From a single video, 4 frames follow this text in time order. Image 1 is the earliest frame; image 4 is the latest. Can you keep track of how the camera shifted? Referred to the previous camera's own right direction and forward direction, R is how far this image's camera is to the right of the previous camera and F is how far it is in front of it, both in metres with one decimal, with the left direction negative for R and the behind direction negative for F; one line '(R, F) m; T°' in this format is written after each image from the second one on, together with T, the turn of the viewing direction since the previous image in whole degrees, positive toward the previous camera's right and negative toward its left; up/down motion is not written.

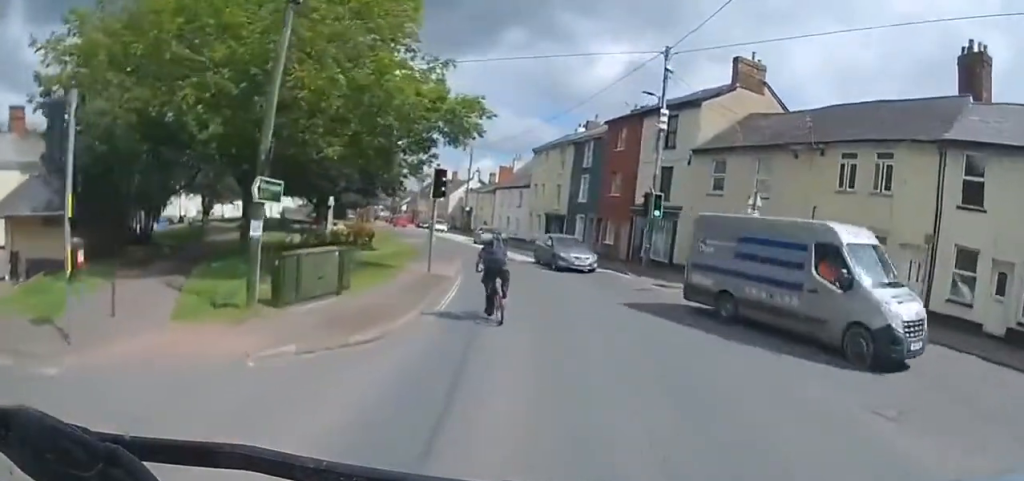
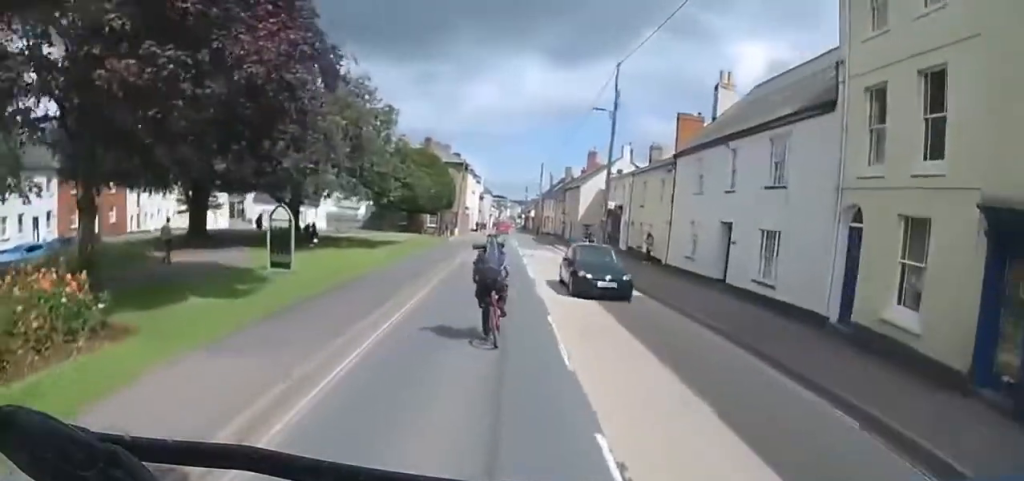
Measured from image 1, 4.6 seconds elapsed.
(-4.6, +33.4) m; -19°
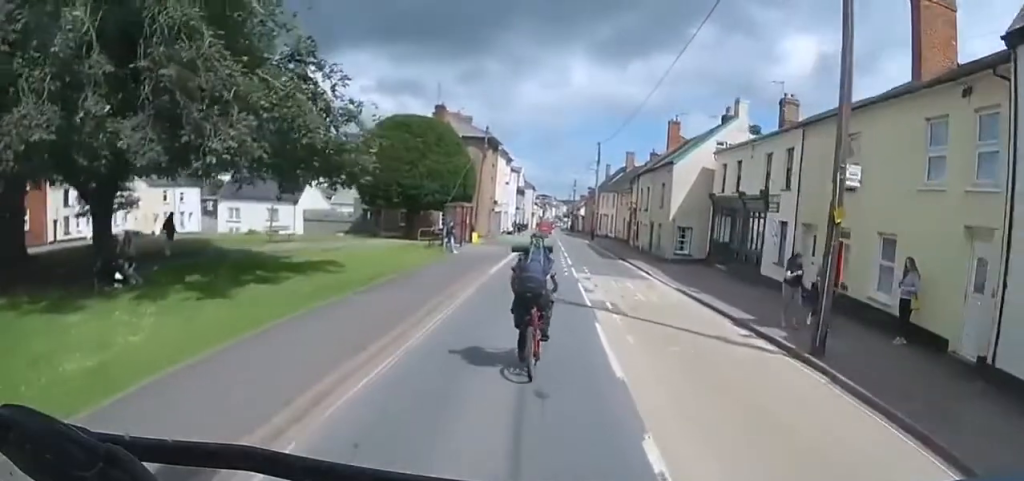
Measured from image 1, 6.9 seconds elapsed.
(-0.5, +16.8) m; -3°
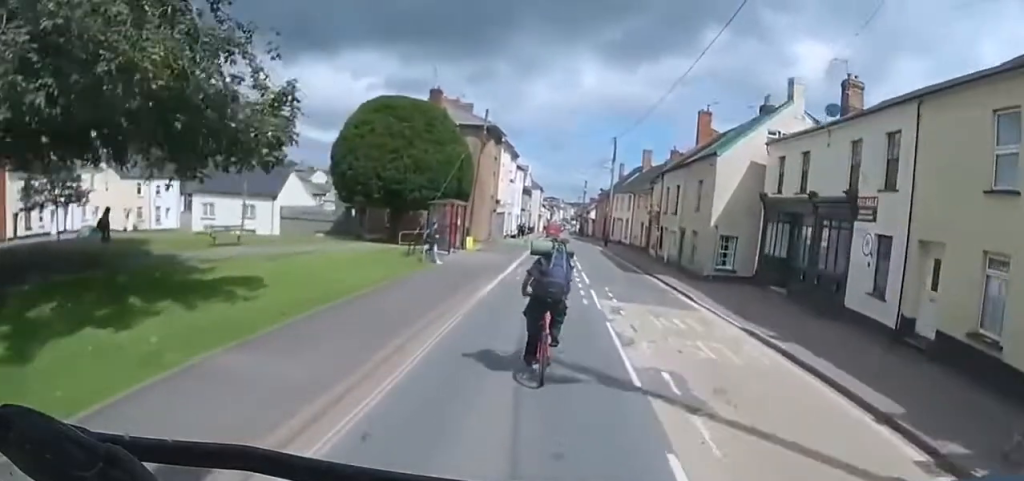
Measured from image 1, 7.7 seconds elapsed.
(-0.1, +5.3) m; +1°
